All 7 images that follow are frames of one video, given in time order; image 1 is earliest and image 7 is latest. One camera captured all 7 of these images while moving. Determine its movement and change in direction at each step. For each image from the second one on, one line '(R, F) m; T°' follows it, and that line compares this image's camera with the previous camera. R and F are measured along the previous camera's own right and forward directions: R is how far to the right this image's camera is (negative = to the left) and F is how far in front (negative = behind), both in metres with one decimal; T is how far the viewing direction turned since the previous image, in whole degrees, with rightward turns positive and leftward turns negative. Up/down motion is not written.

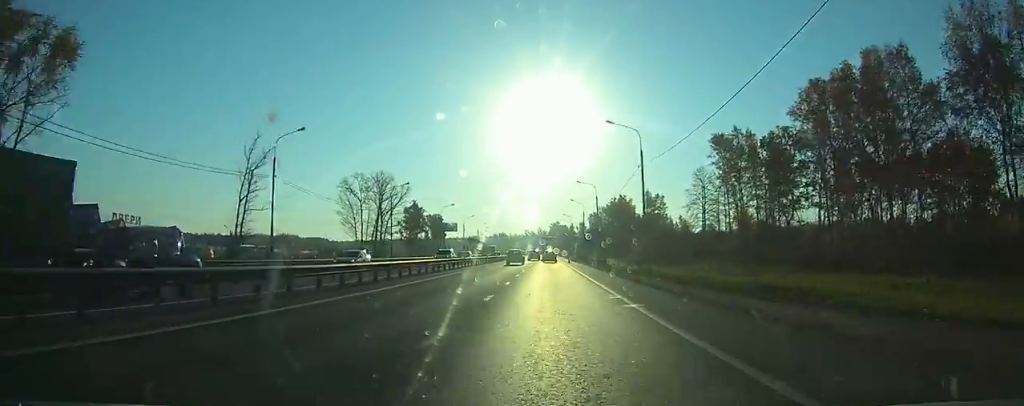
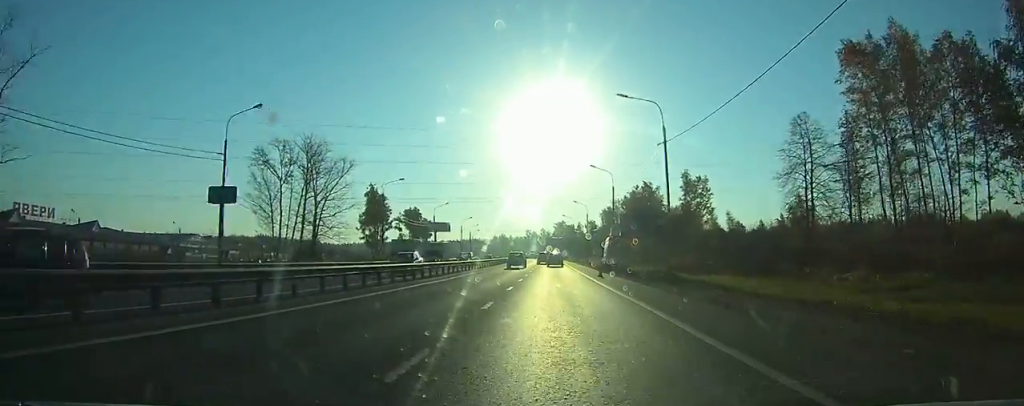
(-0.1, +41.9) m; 0°
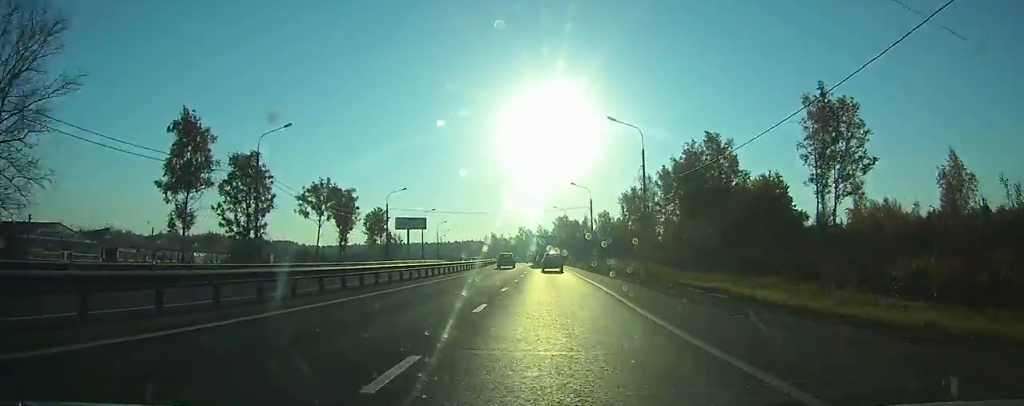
(-0.1, +64.4) m; 0°
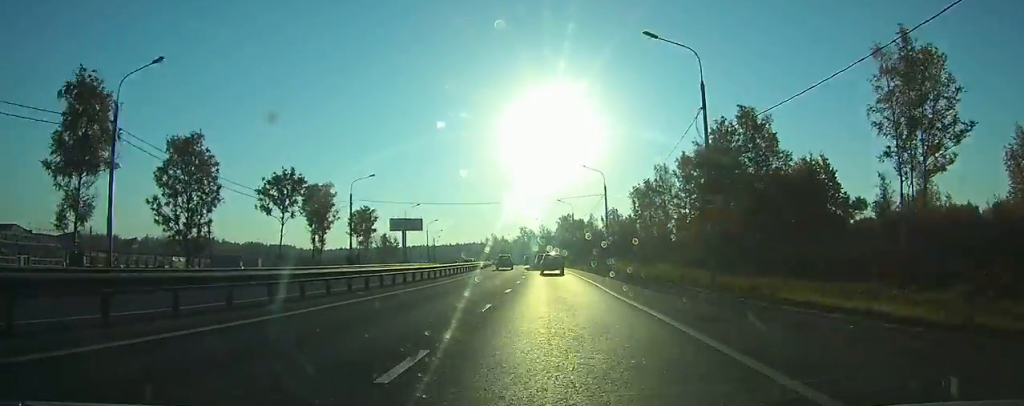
(0.0, +15.7) m; -1°
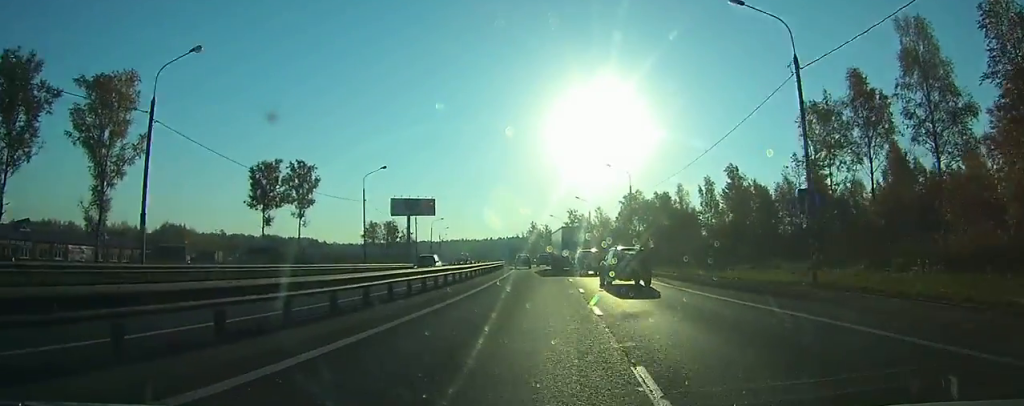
(-2.5, +73.0) m; -4°
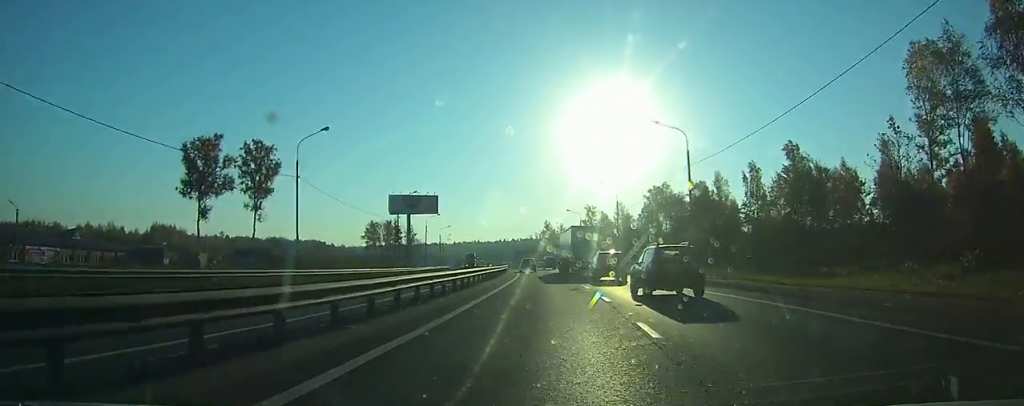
(-0.2, +19.4) m; -1°
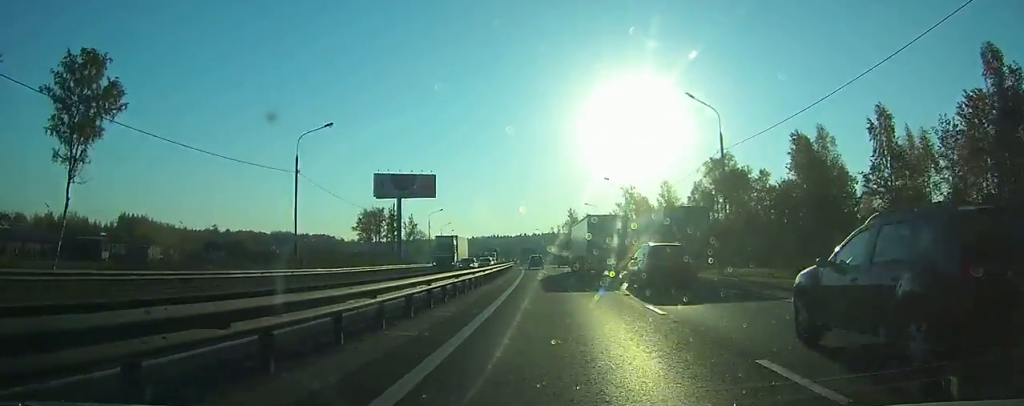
(-0.8, +36.0) m; -3°
